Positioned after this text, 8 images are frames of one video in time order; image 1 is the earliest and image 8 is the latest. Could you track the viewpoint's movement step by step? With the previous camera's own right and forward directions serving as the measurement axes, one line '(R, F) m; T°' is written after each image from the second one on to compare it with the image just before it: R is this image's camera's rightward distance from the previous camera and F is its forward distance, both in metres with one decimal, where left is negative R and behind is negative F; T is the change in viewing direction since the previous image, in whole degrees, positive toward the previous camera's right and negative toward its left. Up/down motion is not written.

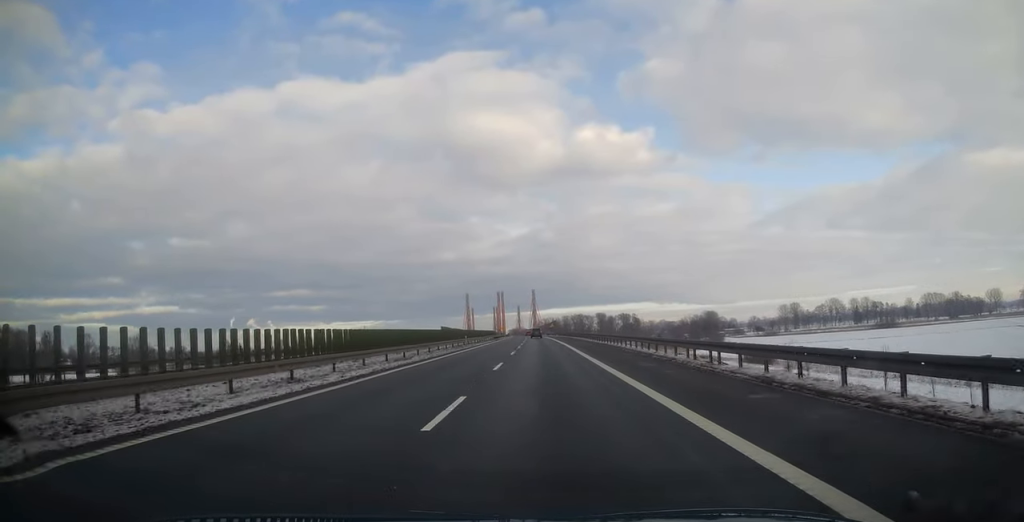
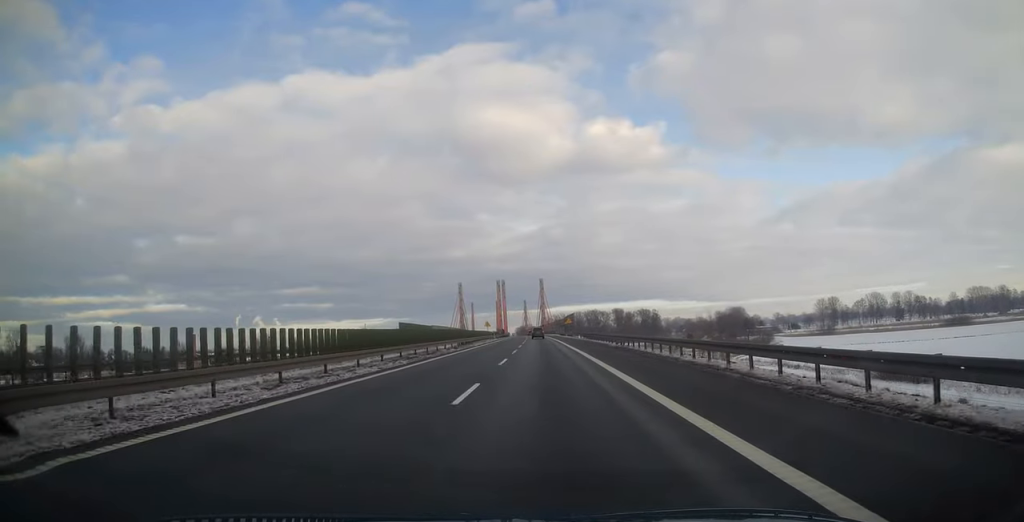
(0.0, +56.7) m; -1°
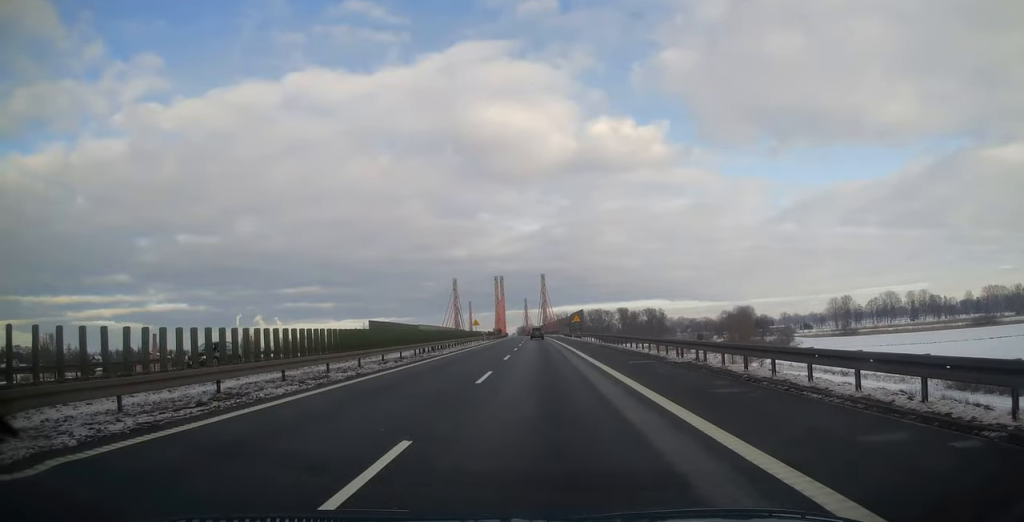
(-0.1, +19.6) m; 0°
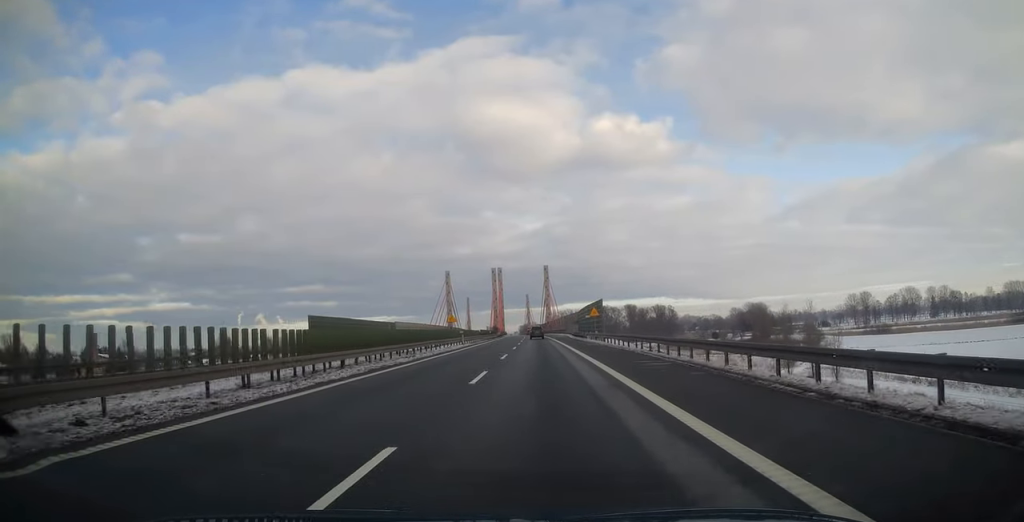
(0.0, +24.4) m; 0°
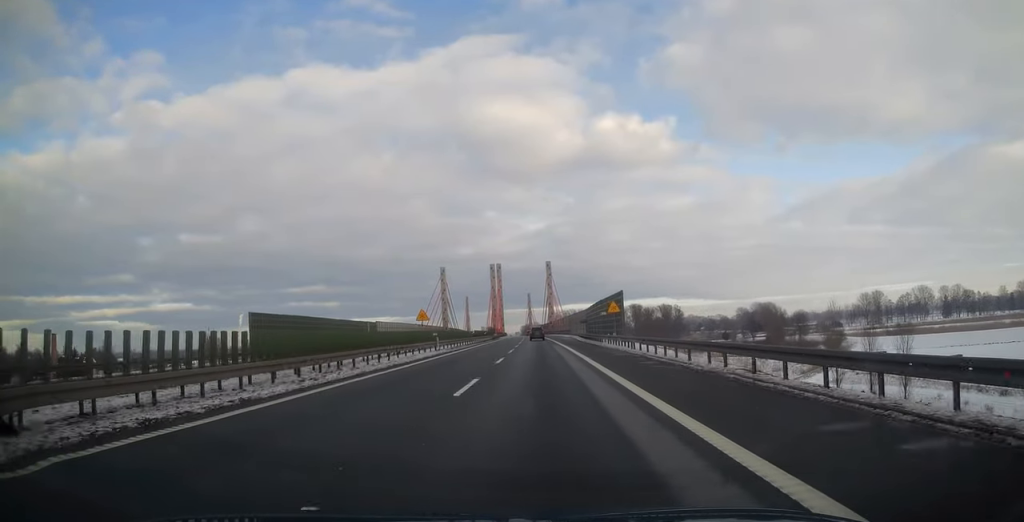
(0.0, +14.3) m; -1°
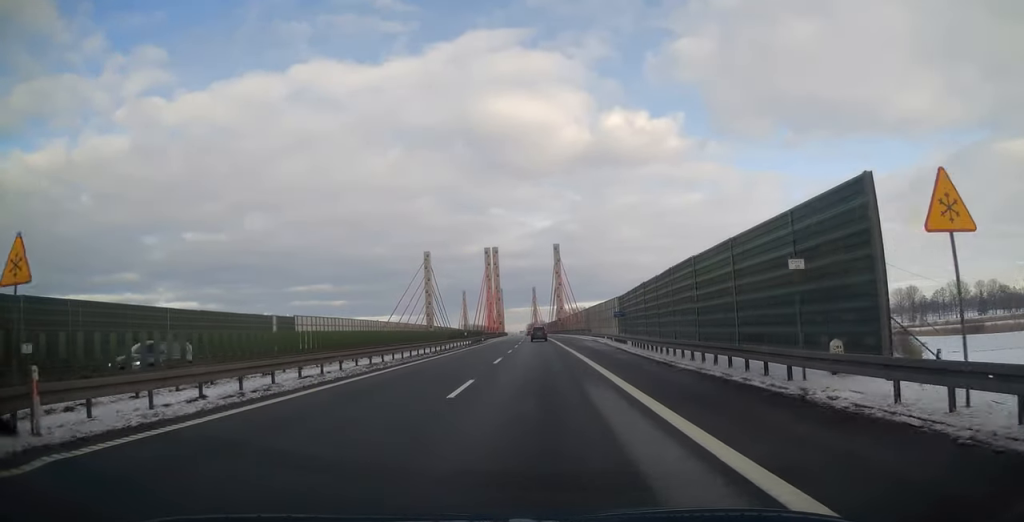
(-0.7, +36.0) m; -2°
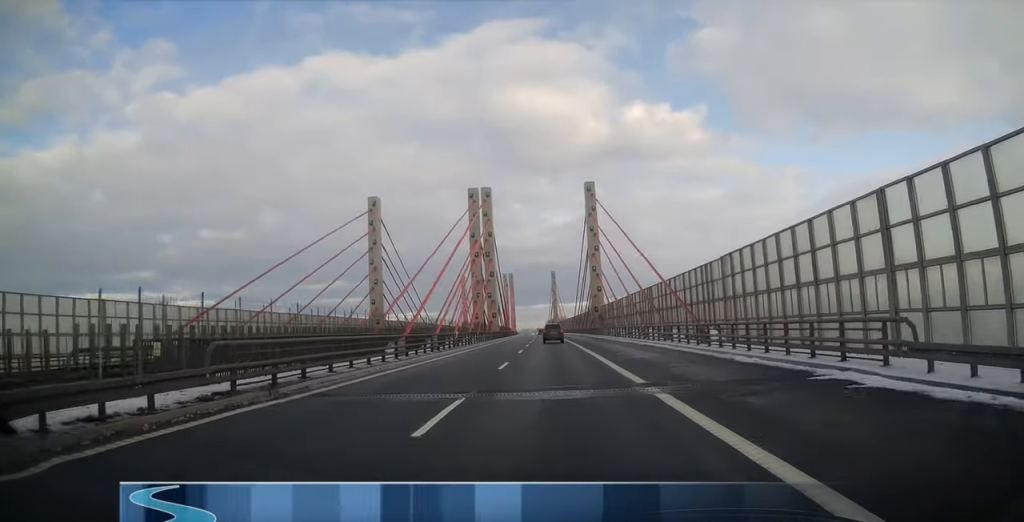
(-0.7, +64.4) m; -1°
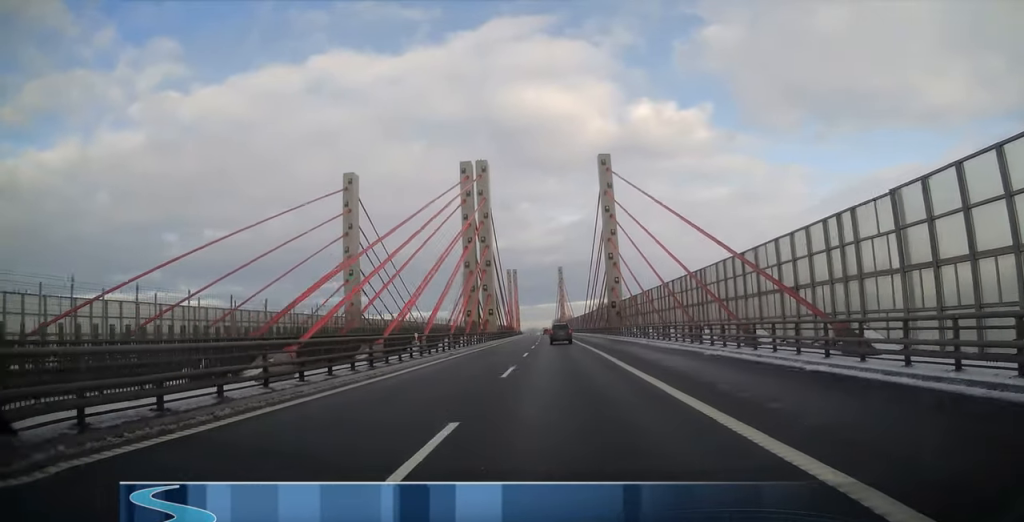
(0.0, +15.0) m; 0°
